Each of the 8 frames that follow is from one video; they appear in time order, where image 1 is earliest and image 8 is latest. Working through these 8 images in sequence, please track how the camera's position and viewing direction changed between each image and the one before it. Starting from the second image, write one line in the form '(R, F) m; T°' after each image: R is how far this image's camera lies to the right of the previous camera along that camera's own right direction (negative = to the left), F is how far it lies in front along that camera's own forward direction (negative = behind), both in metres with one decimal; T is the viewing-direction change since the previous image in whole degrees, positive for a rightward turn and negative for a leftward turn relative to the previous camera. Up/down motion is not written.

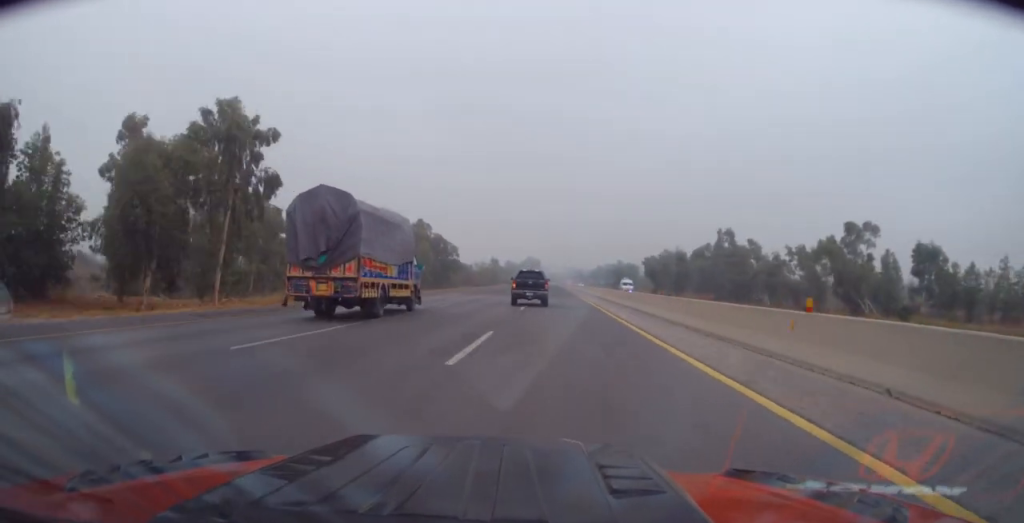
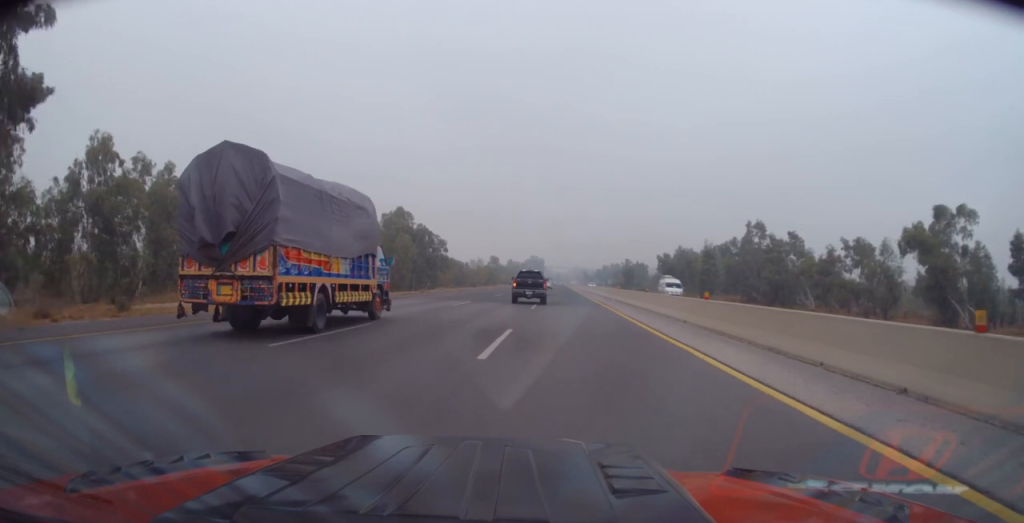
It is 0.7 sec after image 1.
(-0.2, +17.3) m; 0°
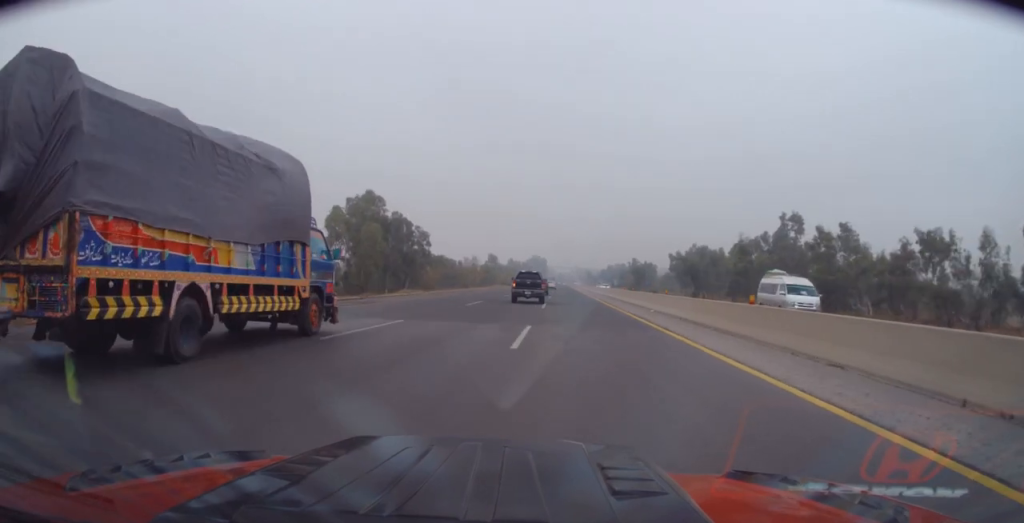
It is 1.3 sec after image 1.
(+0.3, +16.4) m; 0°
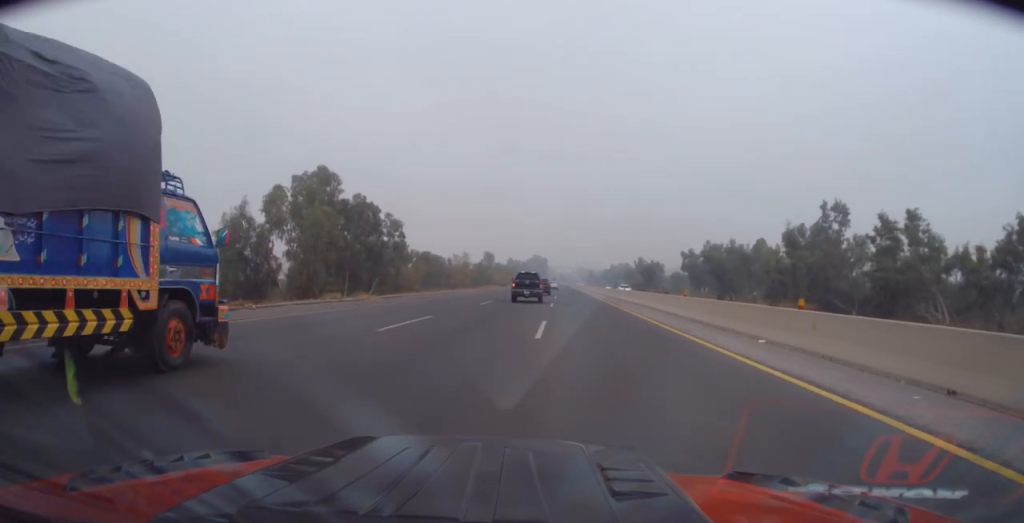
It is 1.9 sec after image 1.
(-0.1, +15.6) m; 0°
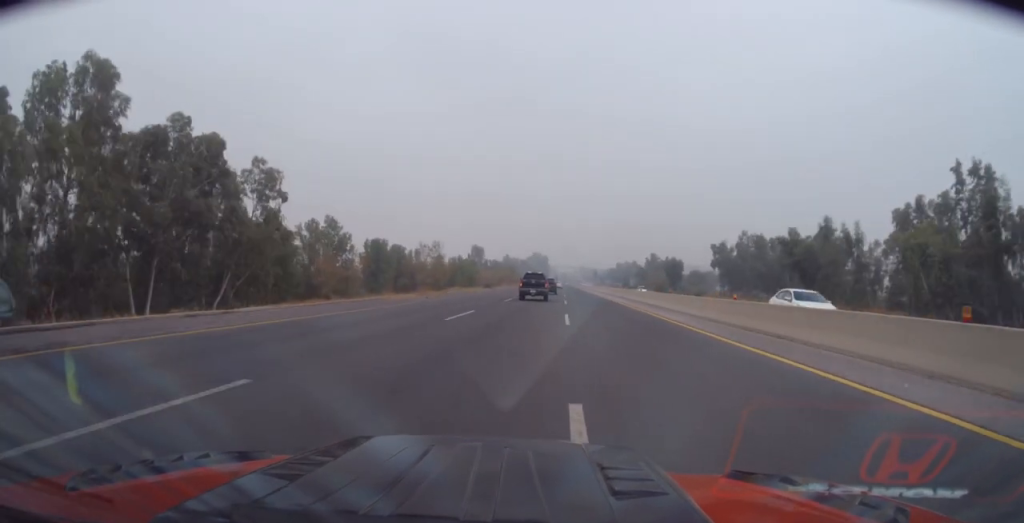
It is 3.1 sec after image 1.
(-0.3, +31.4) m; 0°
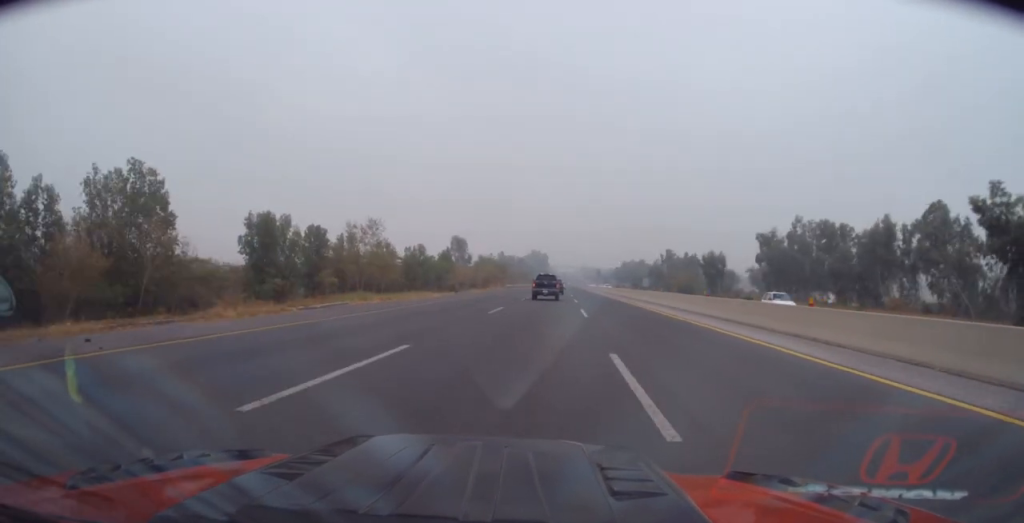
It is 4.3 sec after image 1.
(+0.4, +31.6) m; 0°
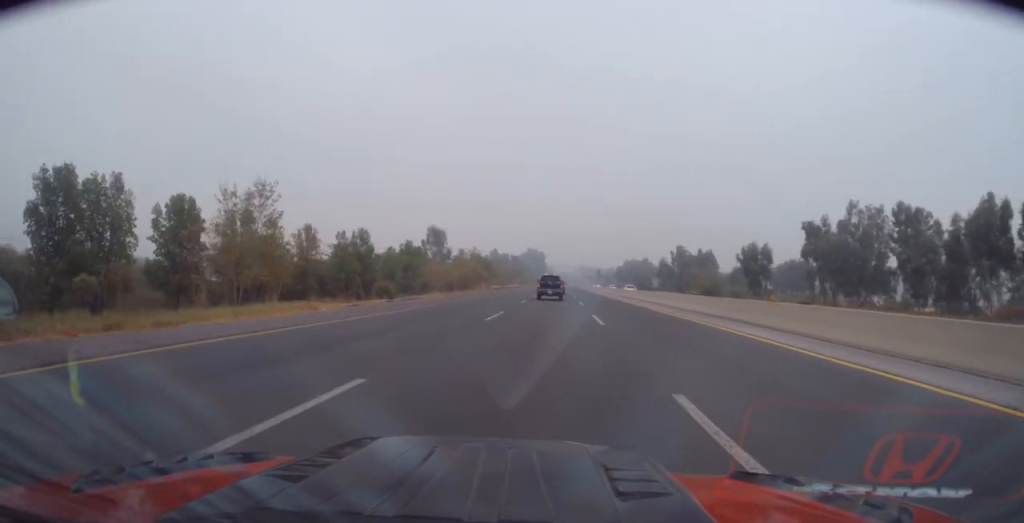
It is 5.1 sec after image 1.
(-0.2, +21.9) m; +1°
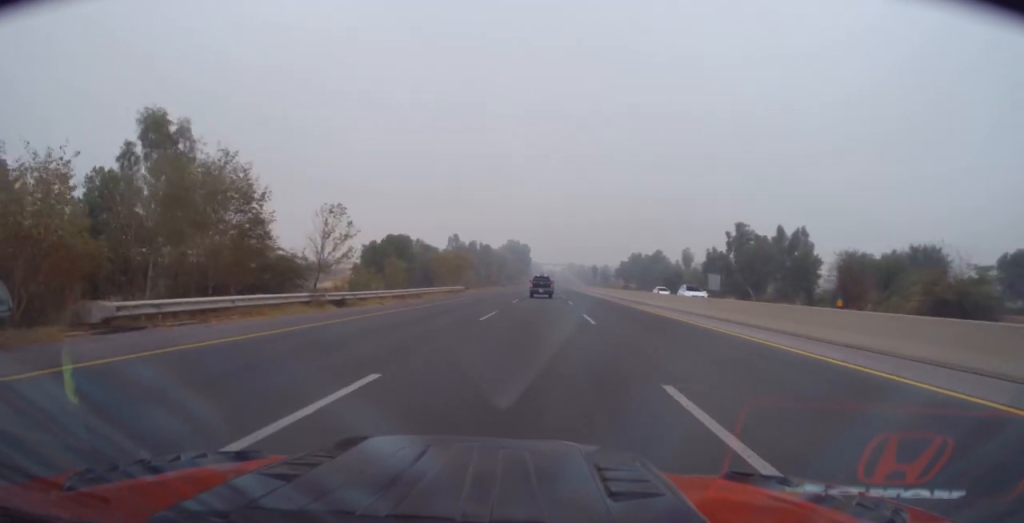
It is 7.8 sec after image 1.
(+0.1, +71.5) m; 0°
